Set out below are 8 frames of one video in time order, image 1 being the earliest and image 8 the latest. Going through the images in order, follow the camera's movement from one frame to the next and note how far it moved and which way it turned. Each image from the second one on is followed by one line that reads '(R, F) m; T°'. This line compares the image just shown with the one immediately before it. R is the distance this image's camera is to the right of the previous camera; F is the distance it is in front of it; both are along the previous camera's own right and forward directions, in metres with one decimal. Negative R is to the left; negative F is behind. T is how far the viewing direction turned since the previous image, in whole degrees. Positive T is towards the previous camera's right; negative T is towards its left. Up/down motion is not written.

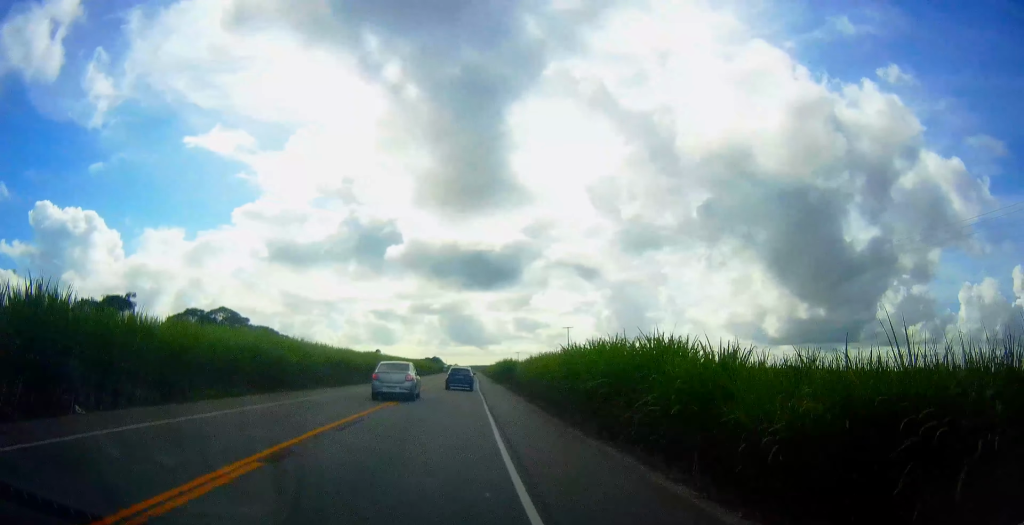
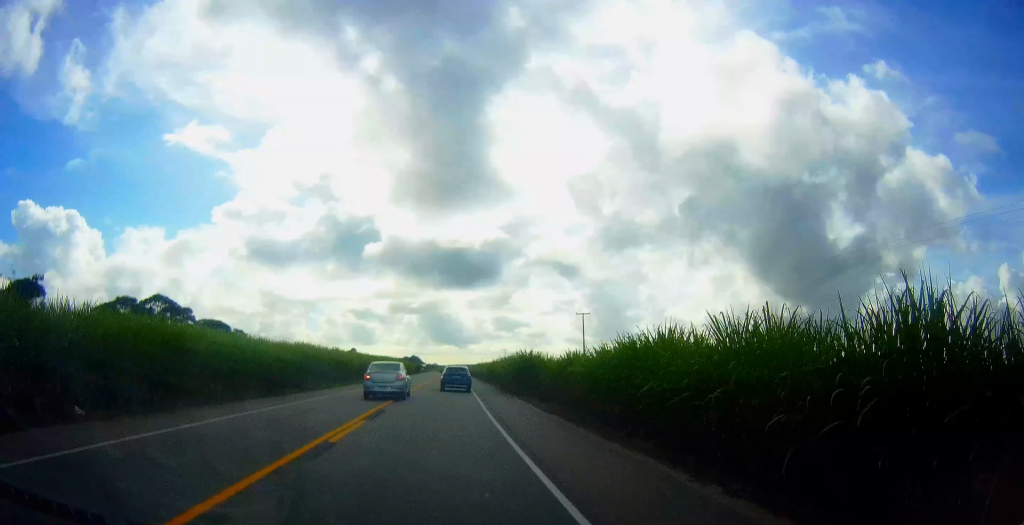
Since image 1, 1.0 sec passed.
(+1.1, +23.6) m; +2°
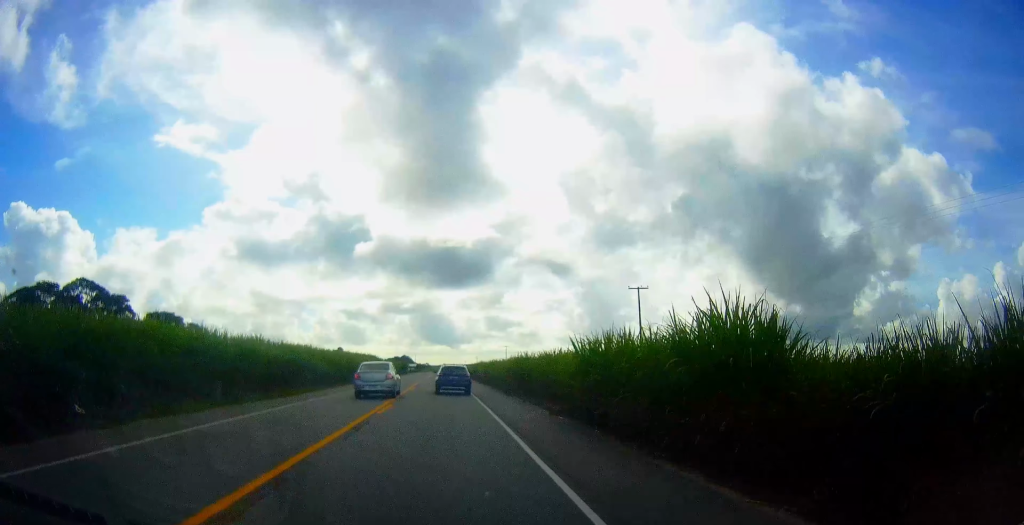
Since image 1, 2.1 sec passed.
(-0.3, +24.5) m; +1°
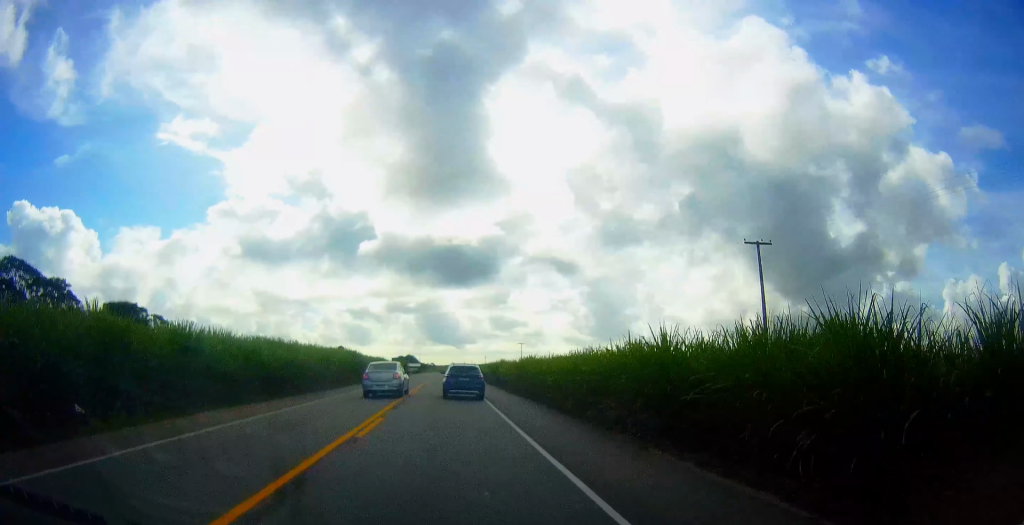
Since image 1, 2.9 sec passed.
(+0.7, +20.2) m; +1°
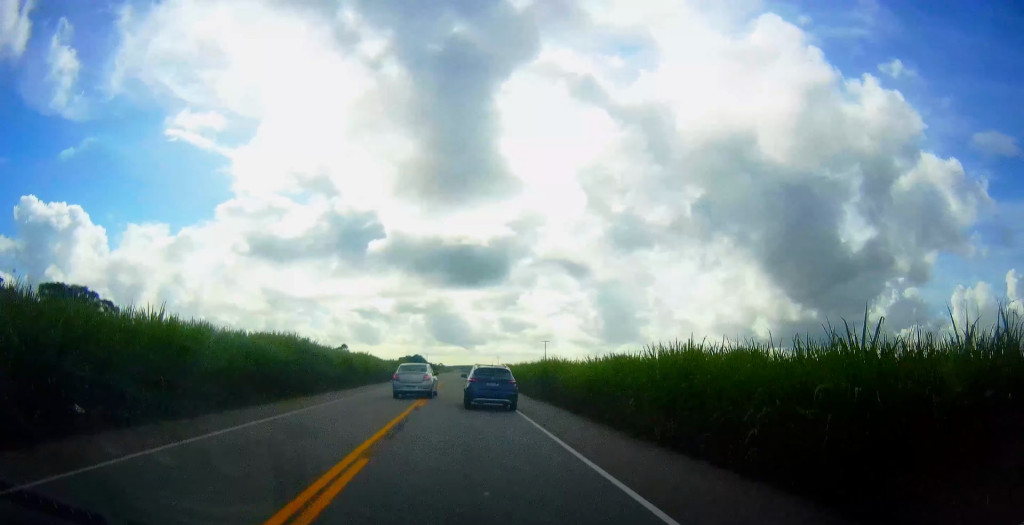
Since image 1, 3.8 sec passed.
(+0.1, +21.6) m; 0°
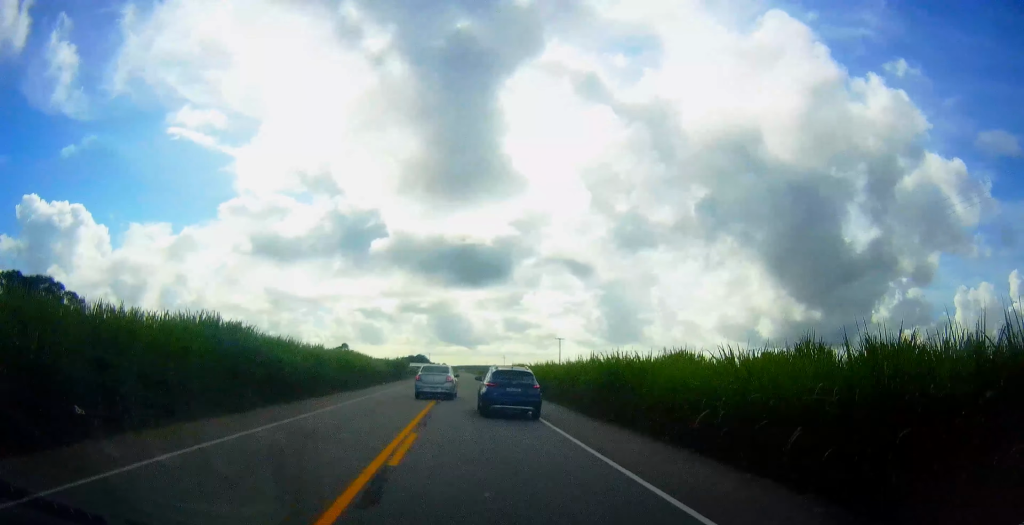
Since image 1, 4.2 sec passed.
(-0.1, +11.4) m; 0°
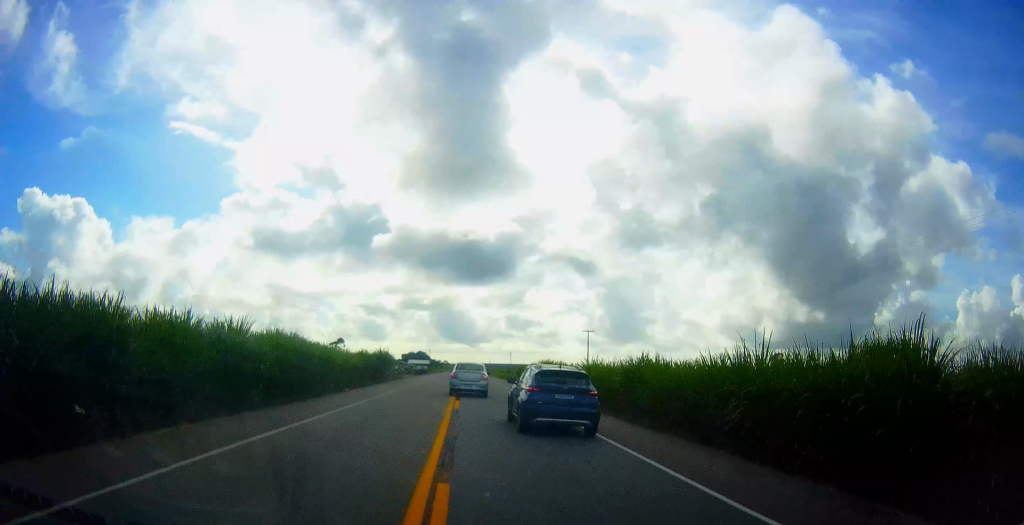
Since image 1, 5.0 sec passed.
(0.0, +20.0) m; 0°
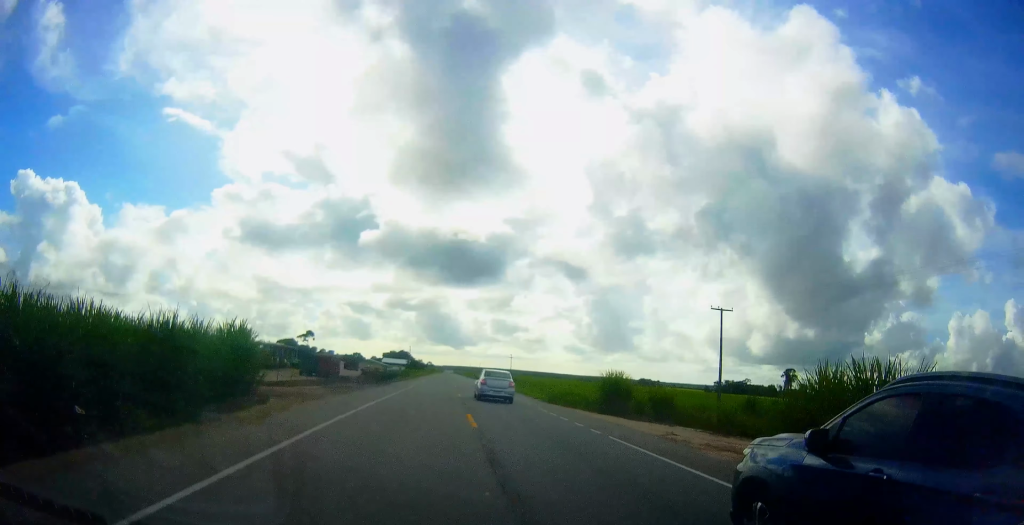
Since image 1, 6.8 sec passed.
(-0.2, +47.0) m; 0°
